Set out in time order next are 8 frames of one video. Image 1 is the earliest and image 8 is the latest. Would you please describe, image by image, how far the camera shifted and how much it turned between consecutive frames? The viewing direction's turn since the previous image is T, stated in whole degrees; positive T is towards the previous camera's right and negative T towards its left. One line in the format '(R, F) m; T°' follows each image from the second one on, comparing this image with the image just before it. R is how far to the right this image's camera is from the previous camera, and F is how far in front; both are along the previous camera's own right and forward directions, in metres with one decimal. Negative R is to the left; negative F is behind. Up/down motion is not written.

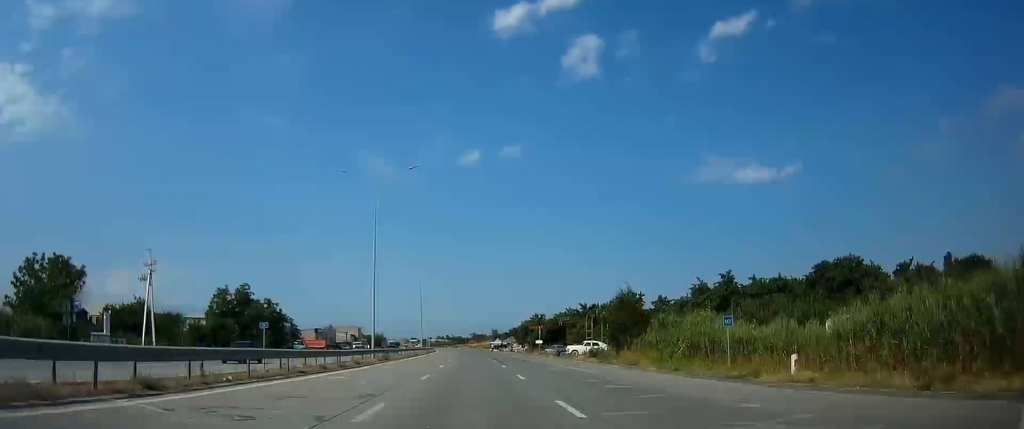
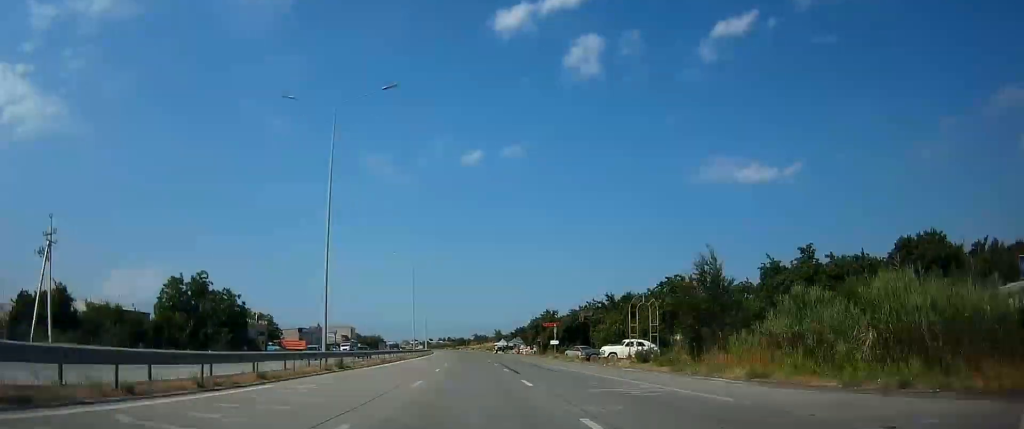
(0.0, +15.2) m; 0°
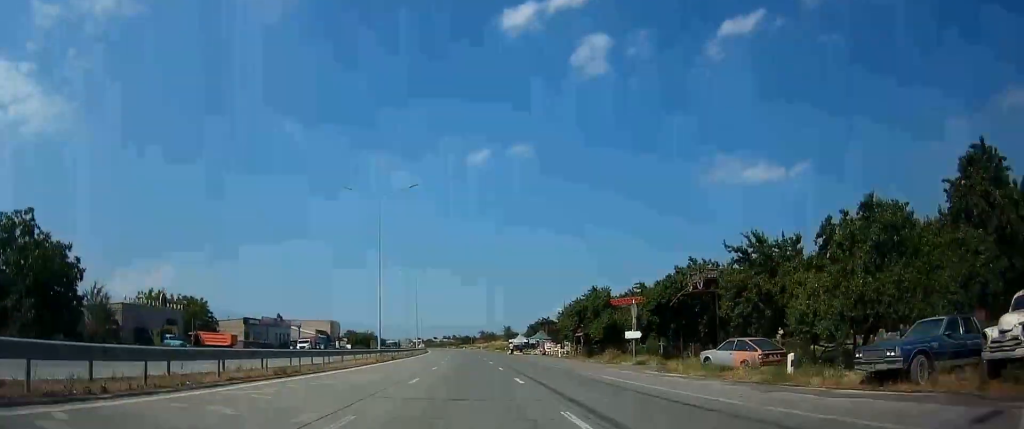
(-0.2, +34.8) m; 0°
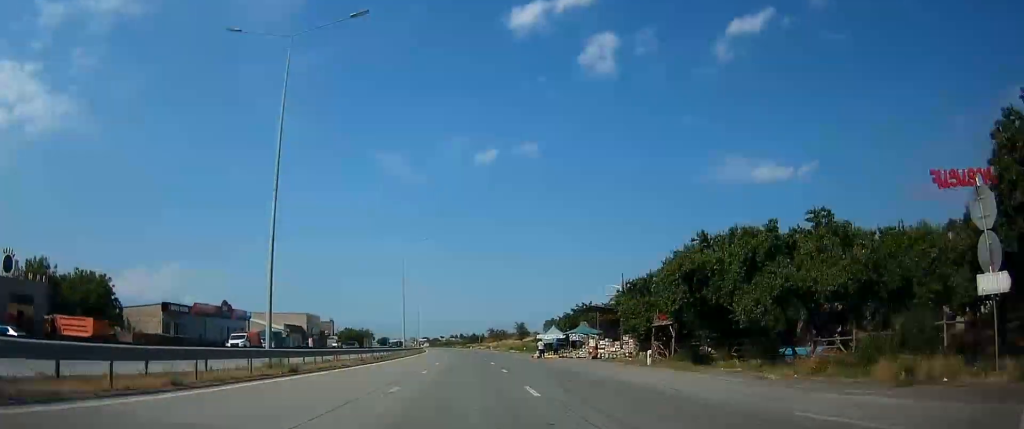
(0.0, +29.2) m; 0°
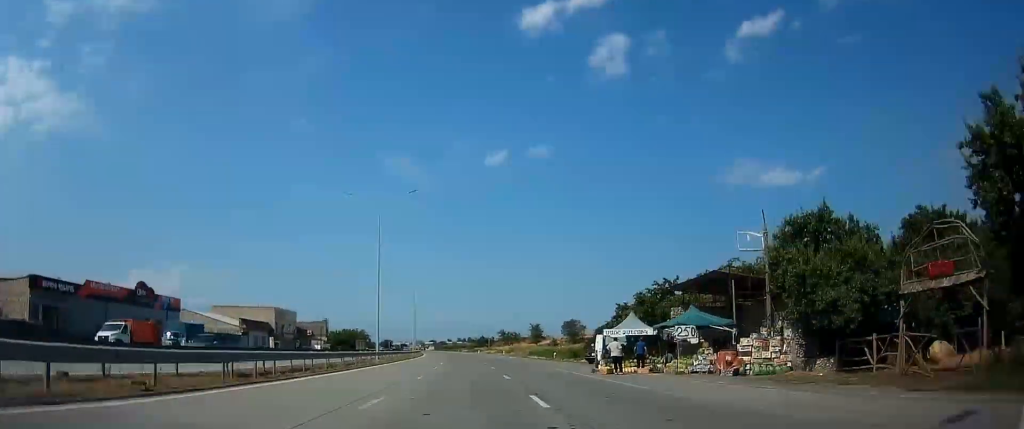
(0.0, +26.0) m; 0°
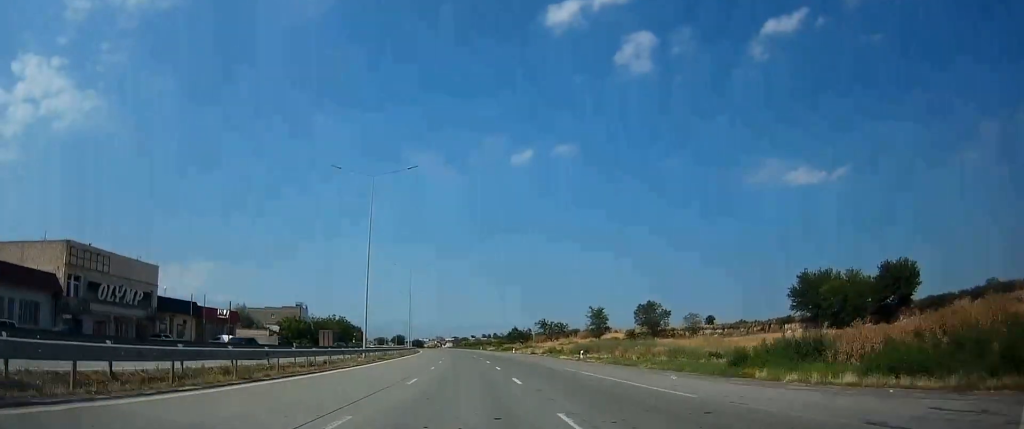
(-1.4, +64.1) m; -3°
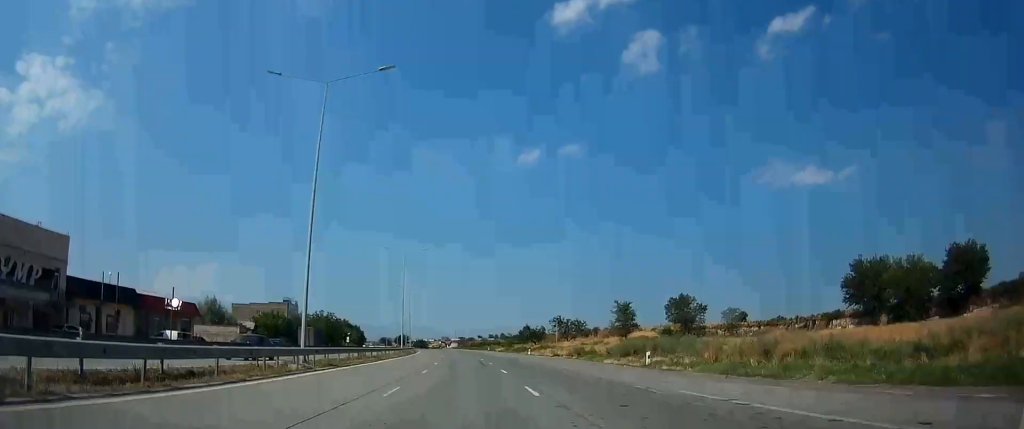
(-0.2, +17.5) m; 0°
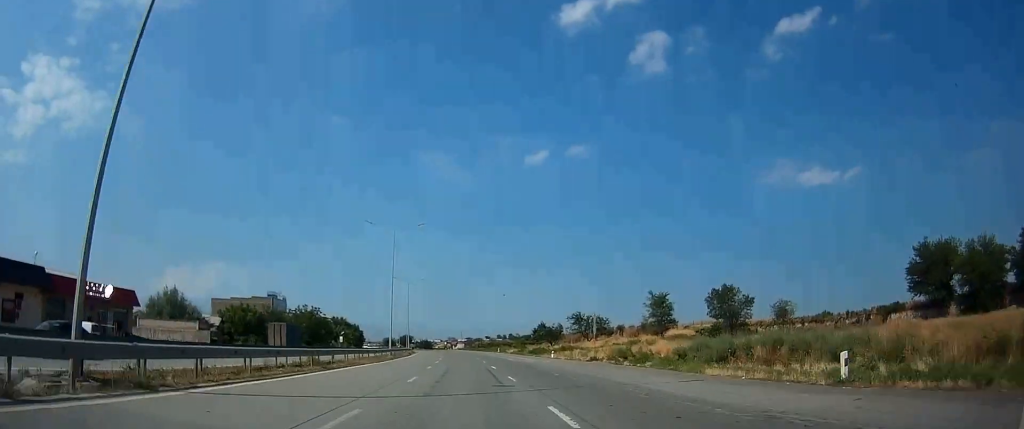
(-0.1, +17.5) m; -1°
